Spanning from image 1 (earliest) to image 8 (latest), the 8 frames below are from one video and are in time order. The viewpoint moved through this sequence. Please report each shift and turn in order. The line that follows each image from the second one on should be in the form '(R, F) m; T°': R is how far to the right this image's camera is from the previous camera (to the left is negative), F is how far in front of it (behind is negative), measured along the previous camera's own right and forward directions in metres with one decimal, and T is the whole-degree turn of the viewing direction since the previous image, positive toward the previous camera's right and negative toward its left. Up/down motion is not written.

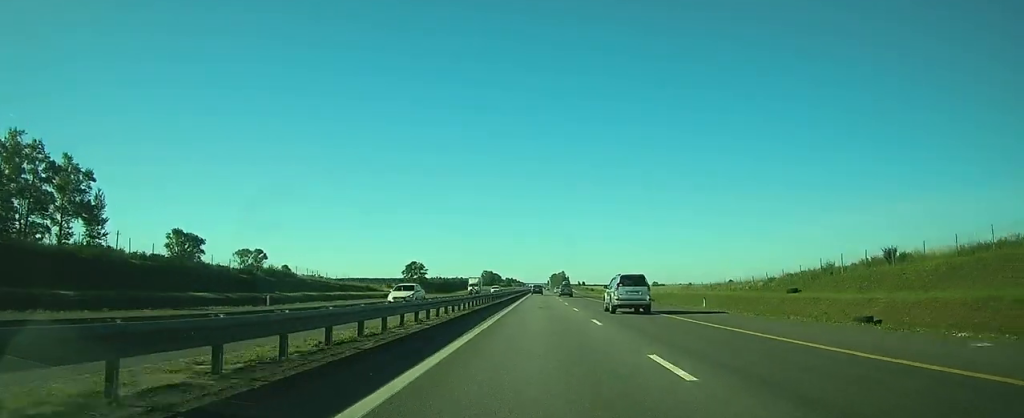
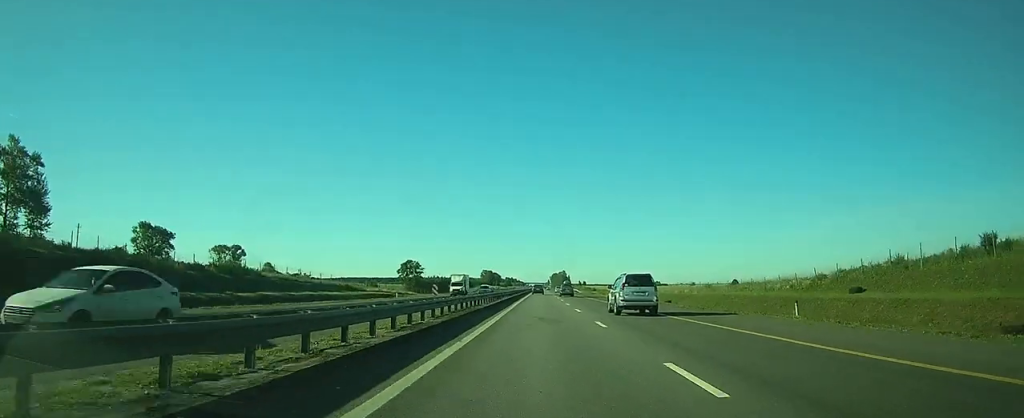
(0.0, +13.1) m; 0°
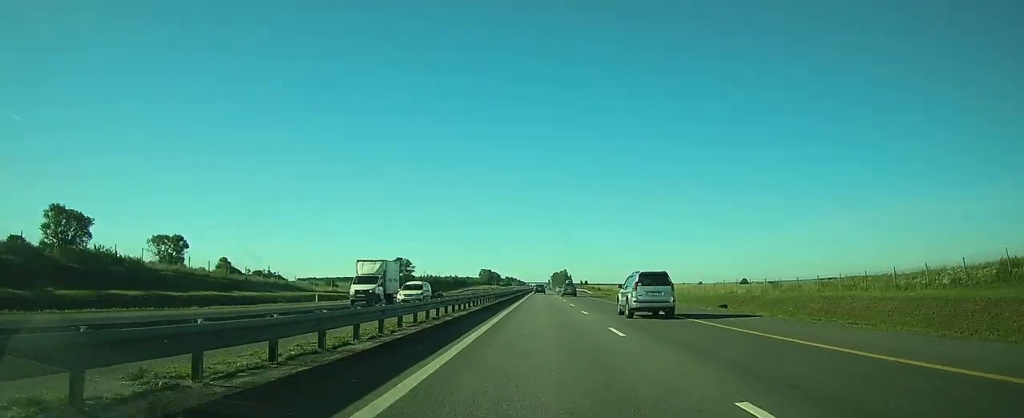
(0.0, +27.2) m; 0°
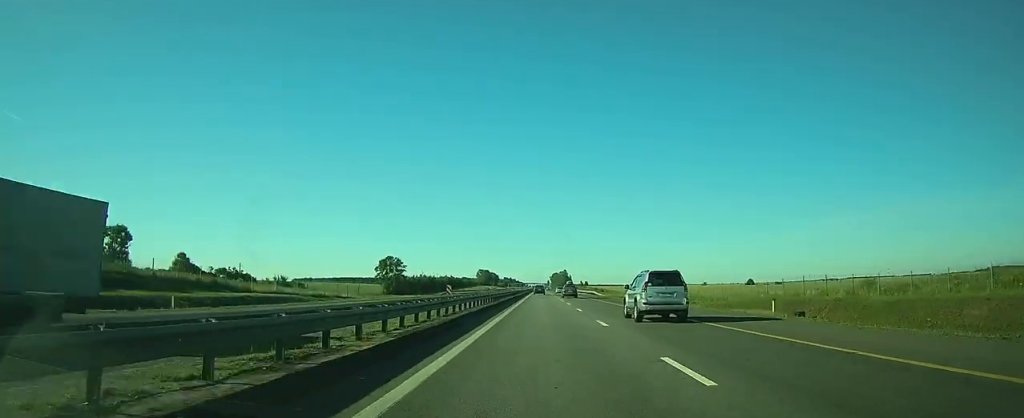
(0.0, +19.6) m; 0°
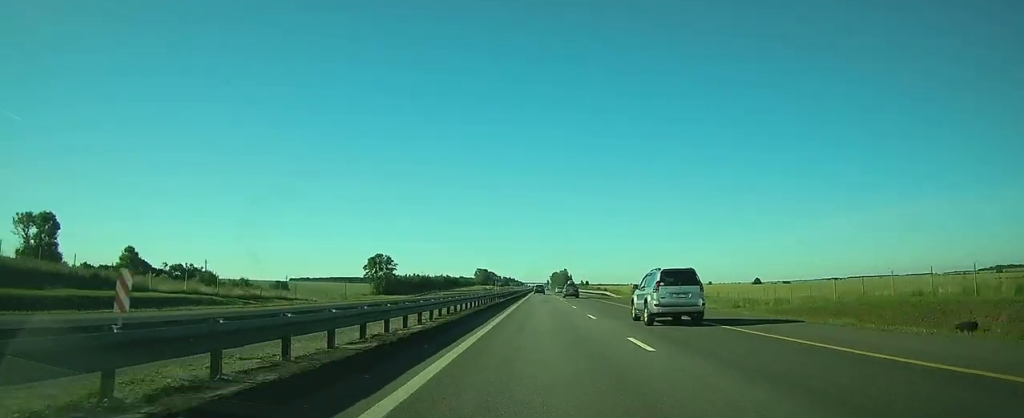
(0.0, +19.7) m; 0°
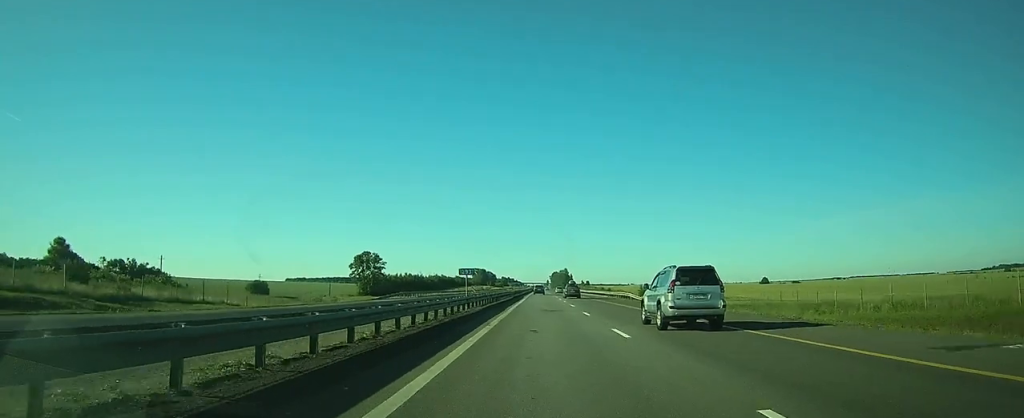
(0.0, +20.8) m; 0°
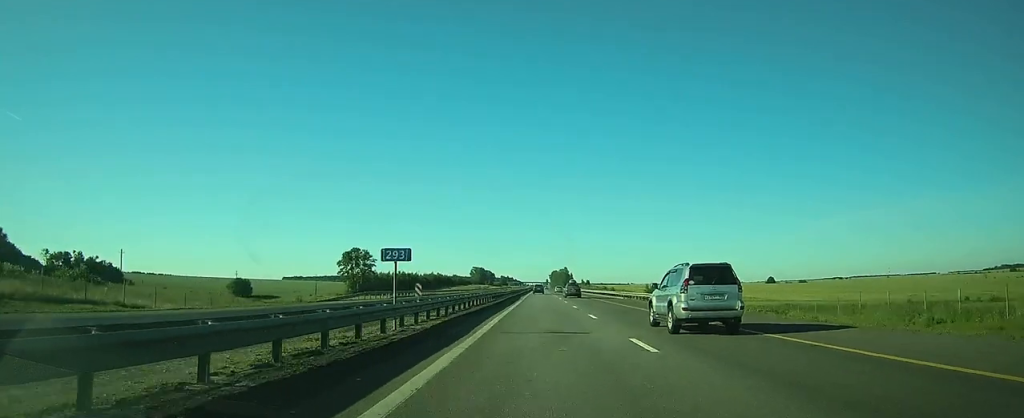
(-0.1, +15.4) m; 0°
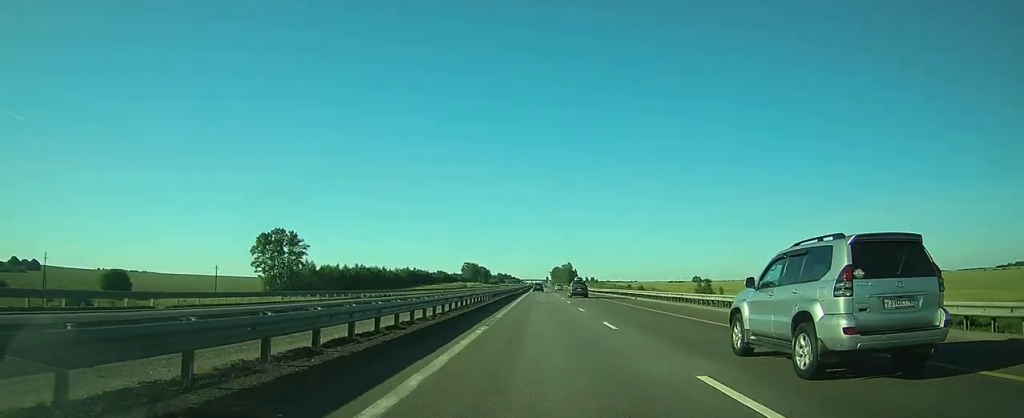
(0.0, +78.3) m; 0°
